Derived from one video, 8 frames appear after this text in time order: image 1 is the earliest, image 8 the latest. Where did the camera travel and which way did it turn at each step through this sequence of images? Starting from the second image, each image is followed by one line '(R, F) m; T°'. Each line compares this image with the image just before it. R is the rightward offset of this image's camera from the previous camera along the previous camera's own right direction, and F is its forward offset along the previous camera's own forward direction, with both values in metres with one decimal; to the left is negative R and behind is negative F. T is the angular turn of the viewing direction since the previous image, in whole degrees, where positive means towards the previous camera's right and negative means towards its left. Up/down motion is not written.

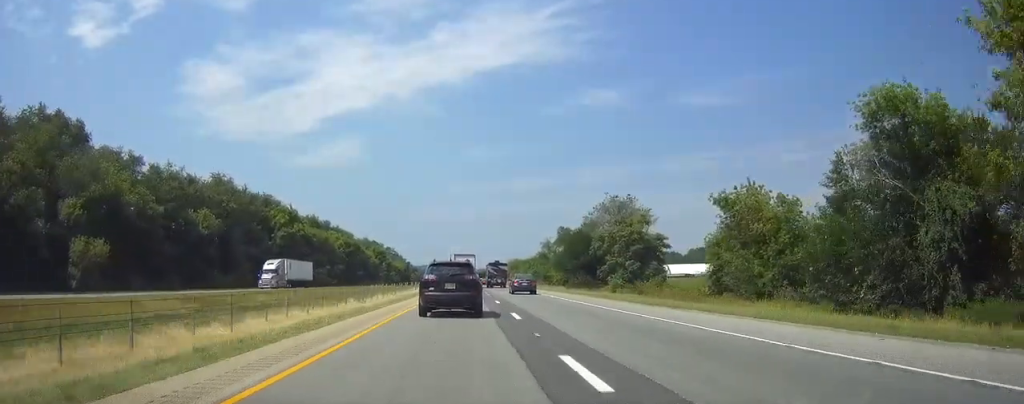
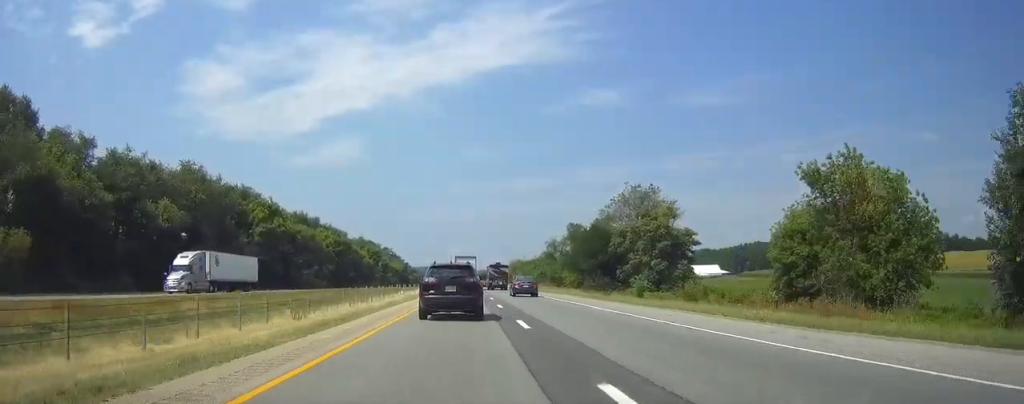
(0.0, +15.0) m; 0°
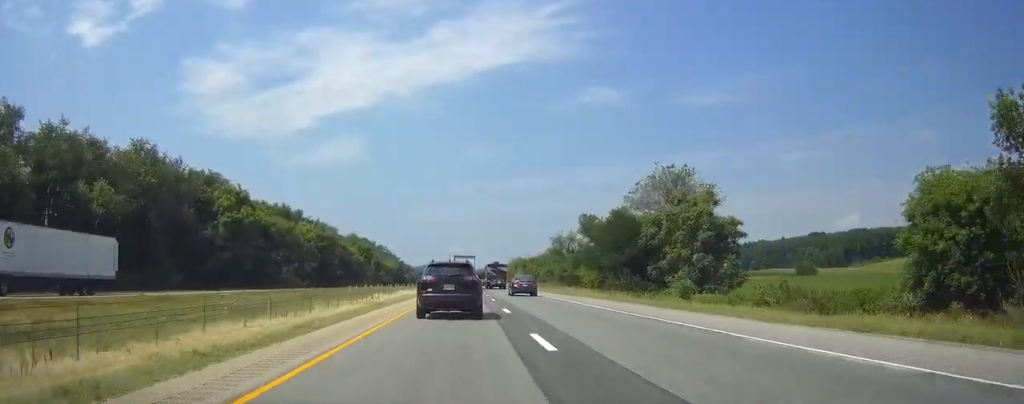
(-0.1, +17.9) m; 0°
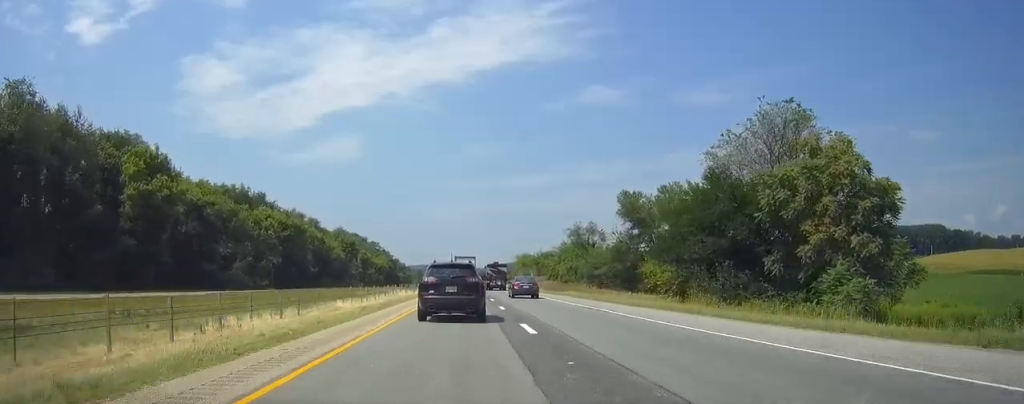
(-0.1, +32.6) m; 0°
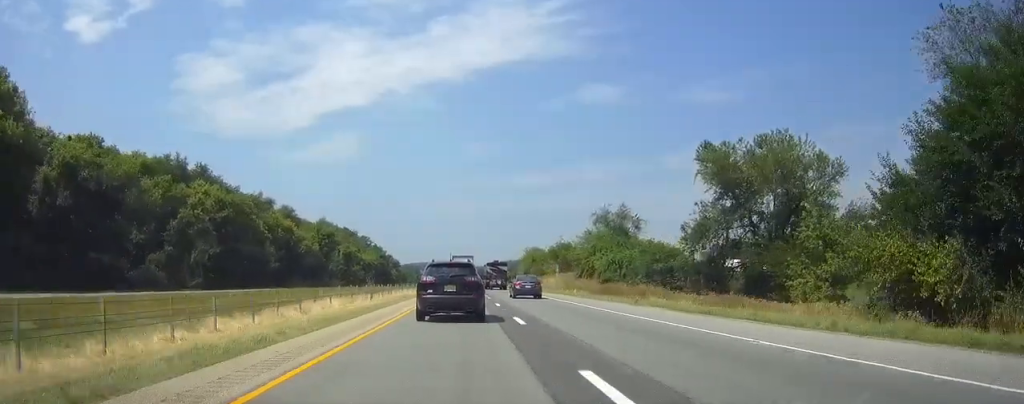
(+0.1, +33.4) m; 0°
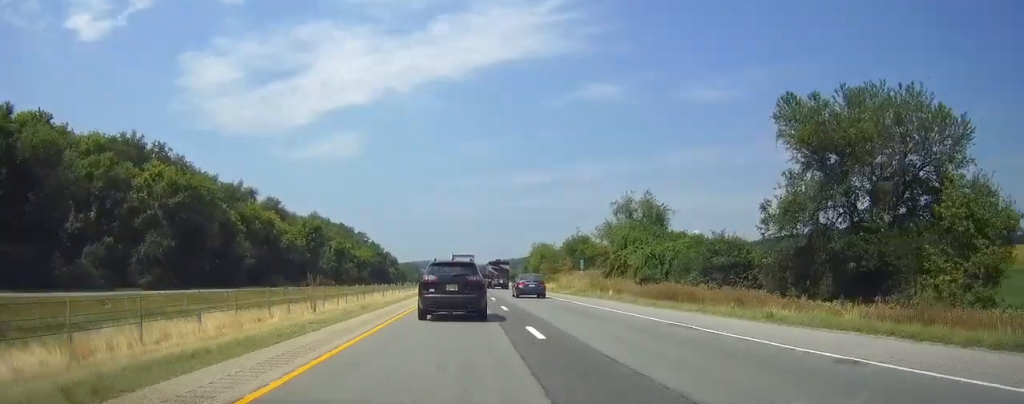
(0.0, +16.6) m; 0°
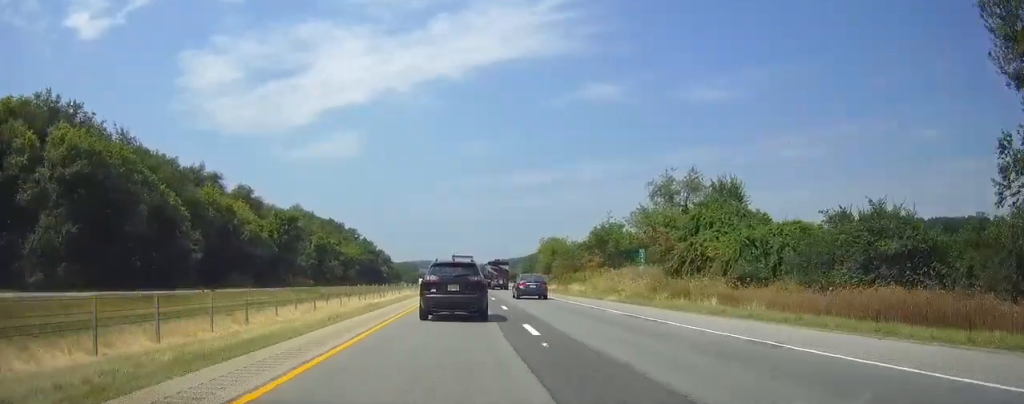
(0.0, +23.4) m; 0°
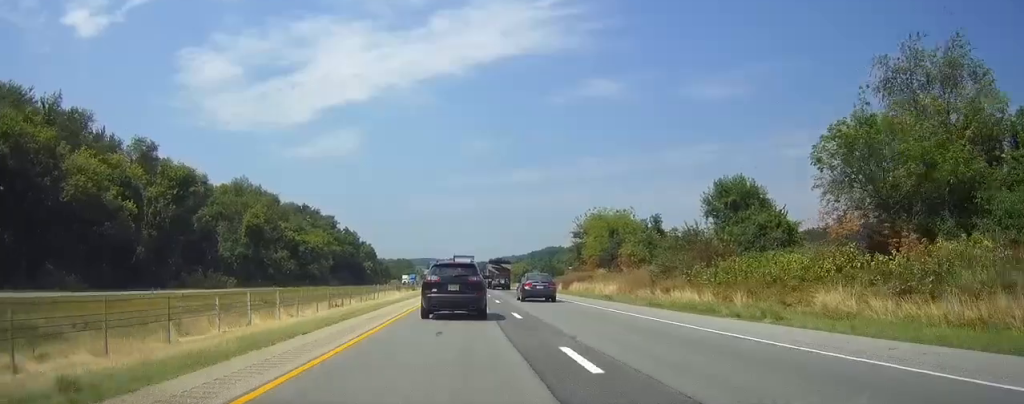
(+0.1, +54.1) m; 0°
